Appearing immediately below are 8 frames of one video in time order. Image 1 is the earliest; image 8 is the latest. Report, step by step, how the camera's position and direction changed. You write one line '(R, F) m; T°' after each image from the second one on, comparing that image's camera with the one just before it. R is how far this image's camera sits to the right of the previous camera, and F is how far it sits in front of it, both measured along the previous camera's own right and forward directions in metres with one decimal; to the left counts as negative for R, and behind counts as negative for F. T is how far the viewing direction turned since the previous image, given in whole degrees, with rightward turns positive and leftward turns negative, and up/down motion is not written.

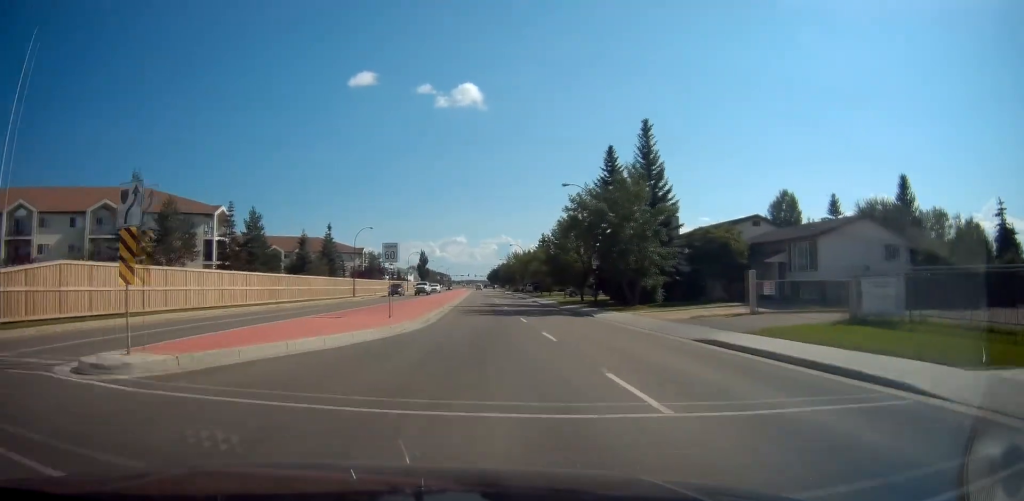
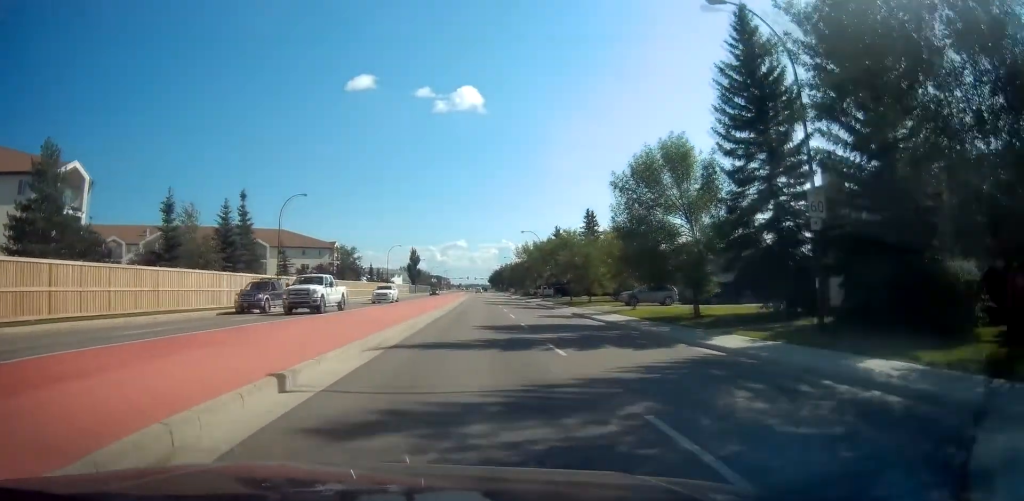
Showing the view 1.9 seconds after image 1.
(-0.2, +30.1) m; -1°
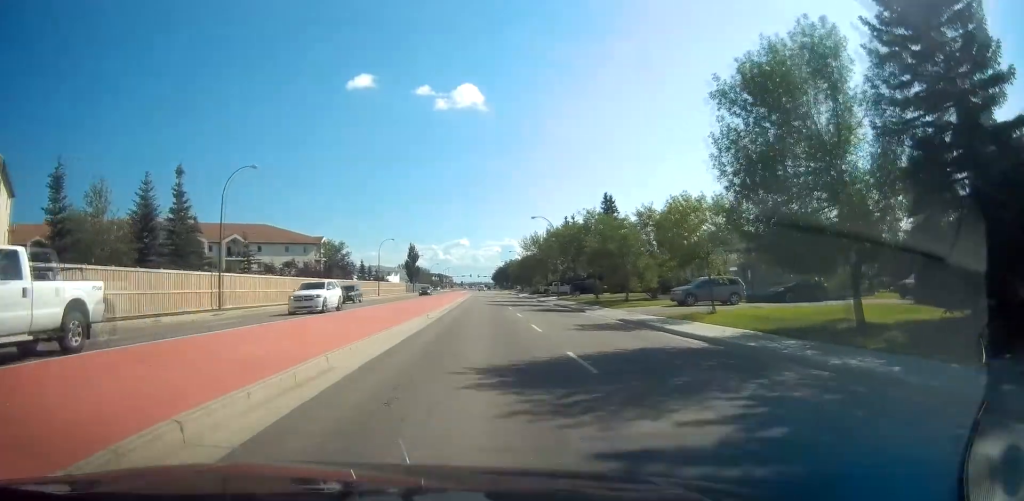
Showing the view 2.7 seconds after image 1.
(0.0, +12.2) m; 0°
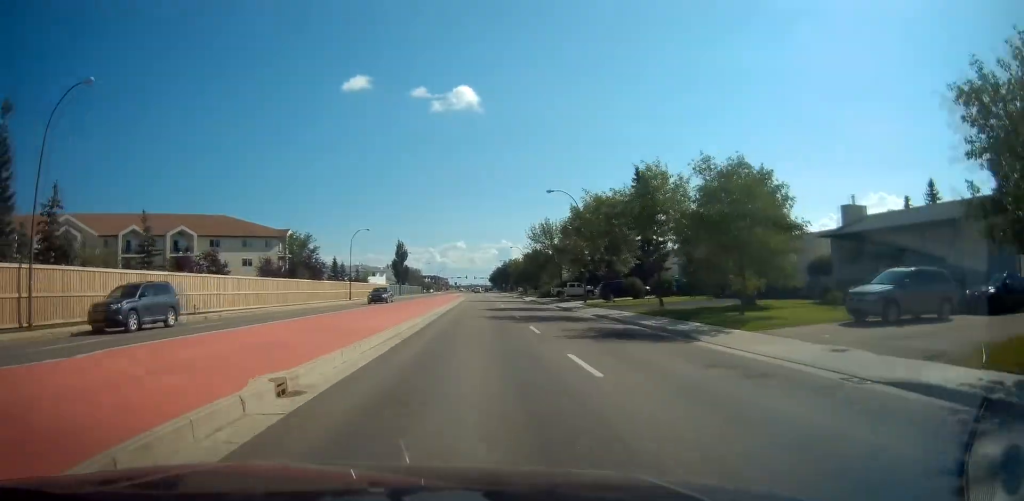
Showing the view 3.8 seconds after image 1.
(0.0, +18.6) m; 0°
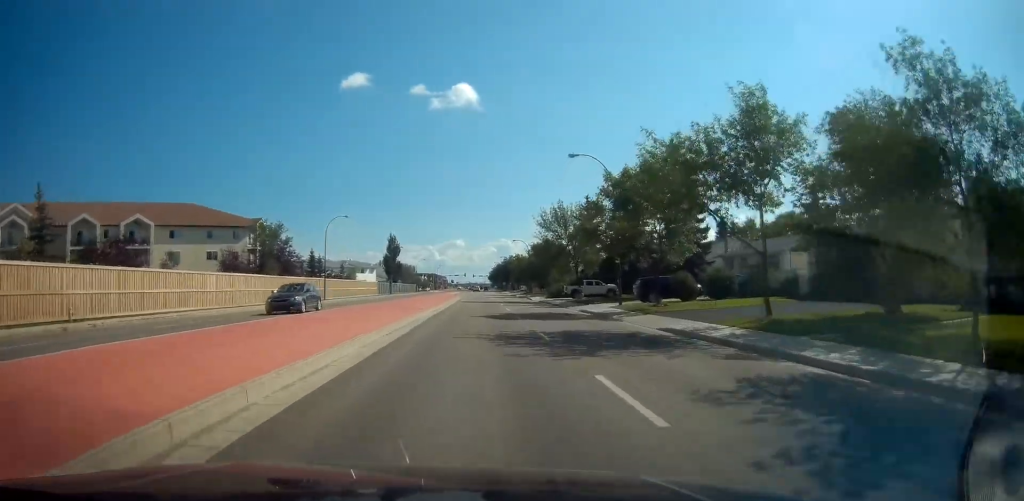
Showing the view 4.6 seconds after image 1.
(0.0, +12.3) m; 0°
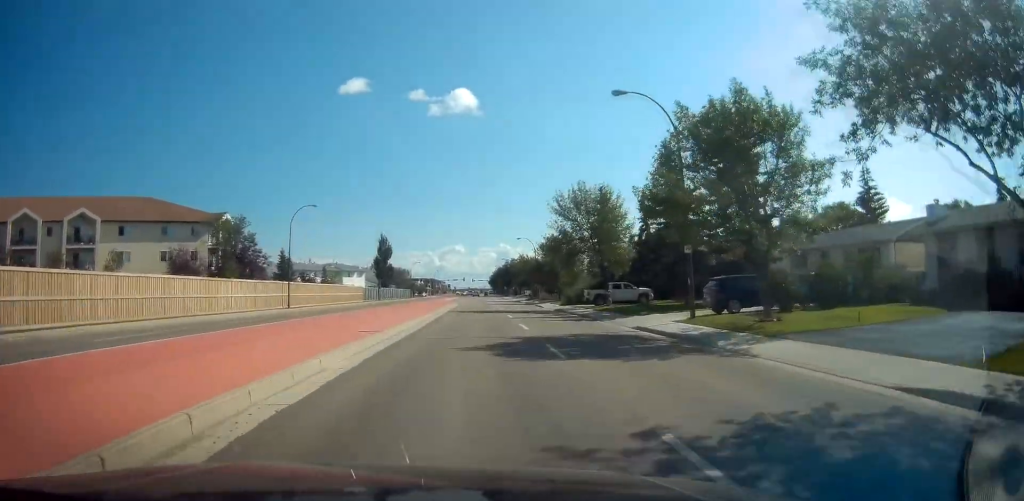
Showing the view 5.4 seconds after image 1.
(0.0, +12.2) m; 0°
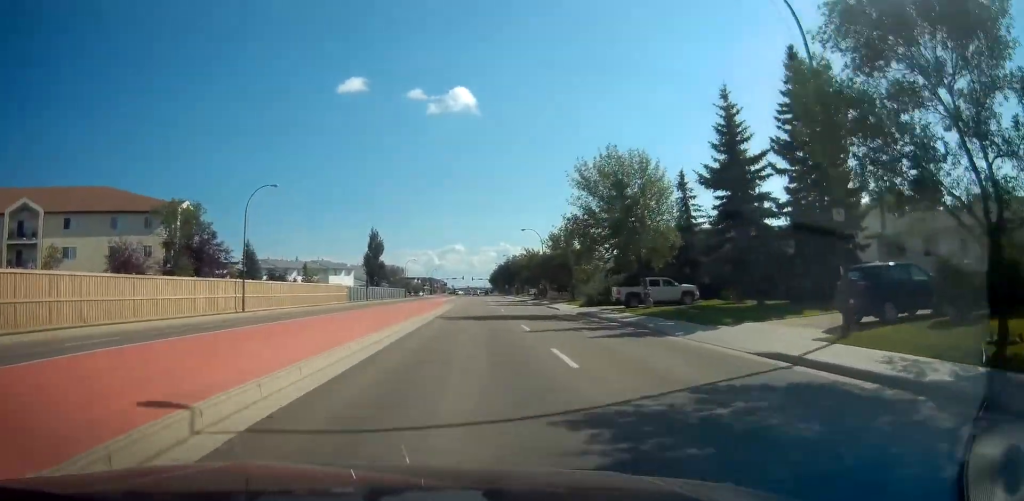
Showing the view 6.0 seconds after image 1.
(0.0, +10.6) m; 0°
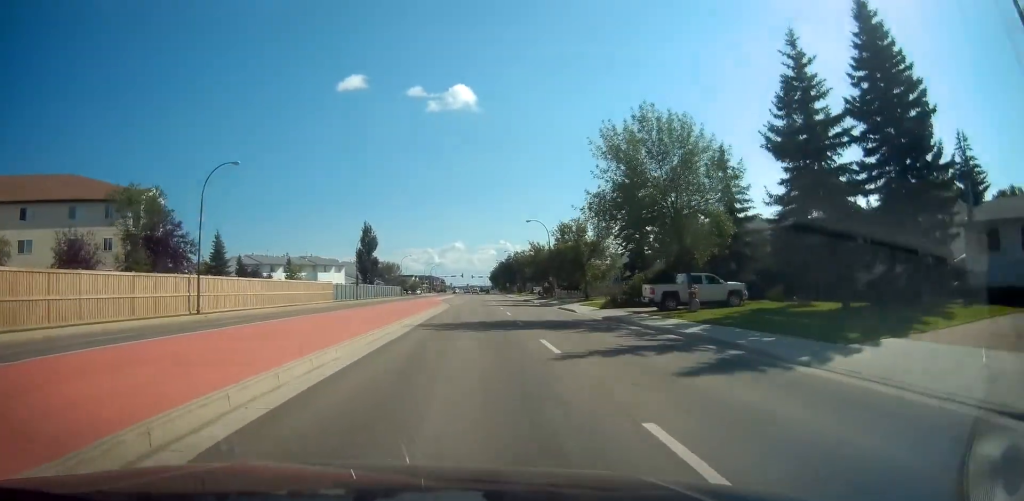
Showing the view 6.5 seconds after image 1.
(0.0, +7.4) m; 0°
